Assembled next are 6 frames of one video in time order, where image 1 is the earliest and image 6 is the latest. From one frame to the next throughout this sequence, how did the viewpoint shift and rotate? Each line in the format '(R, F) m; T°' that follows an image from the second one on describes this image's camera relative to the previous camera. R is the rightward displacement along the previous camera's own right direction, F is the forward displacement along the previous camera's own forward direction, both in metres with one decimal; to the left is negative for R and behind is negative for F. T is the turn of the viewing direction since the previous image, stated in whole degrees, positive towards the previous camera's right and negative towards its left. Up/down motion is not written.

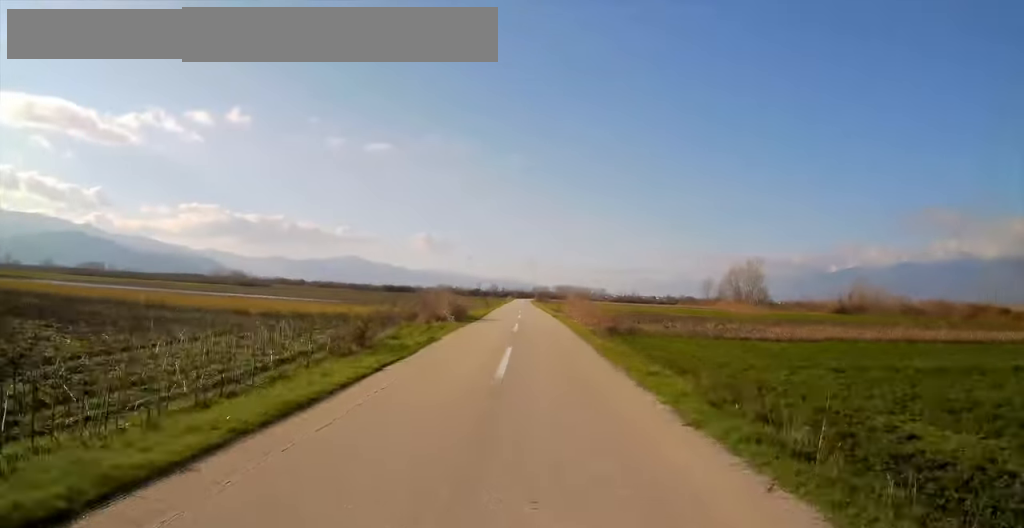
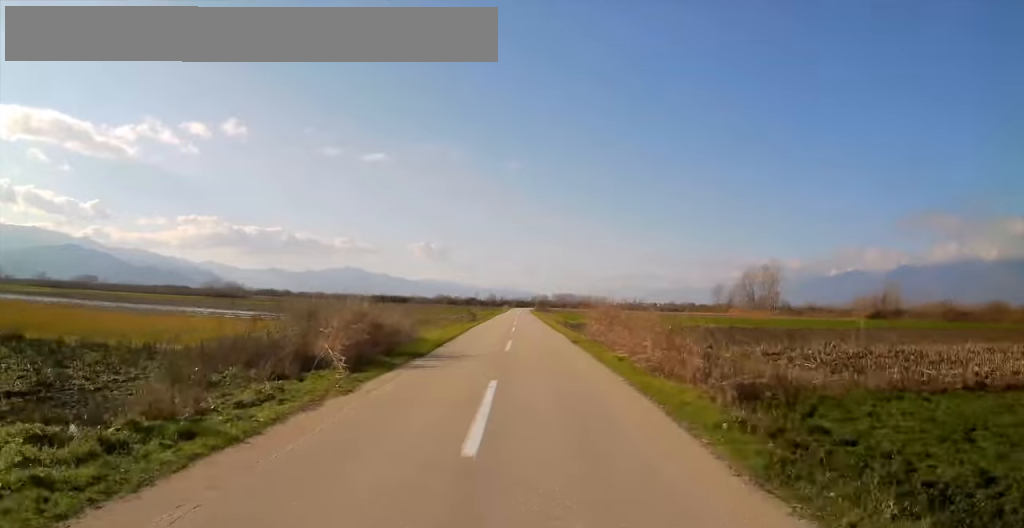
(-0.1, +20.7) m; +1°
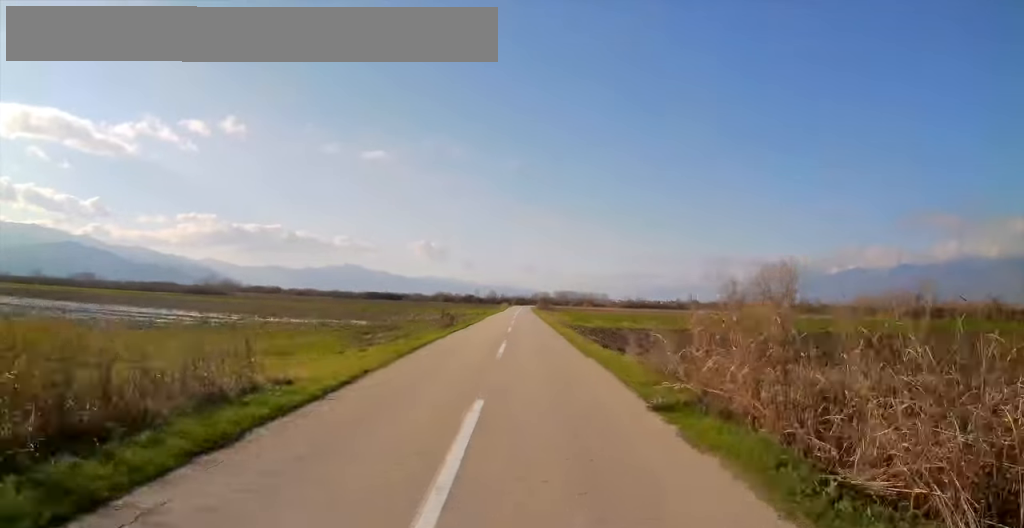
(+0.3, +17.3) m; +1°
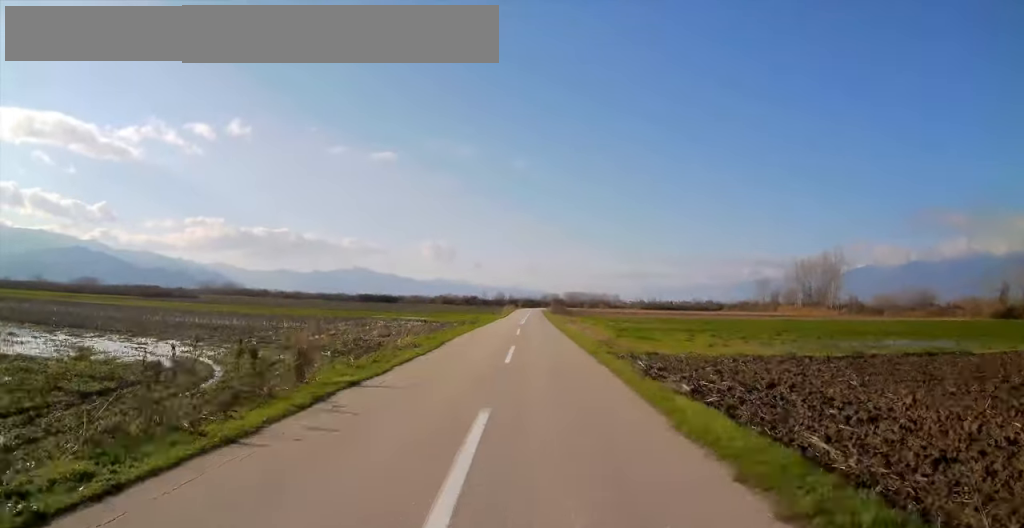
(-0.4, +30.1) m; -2°
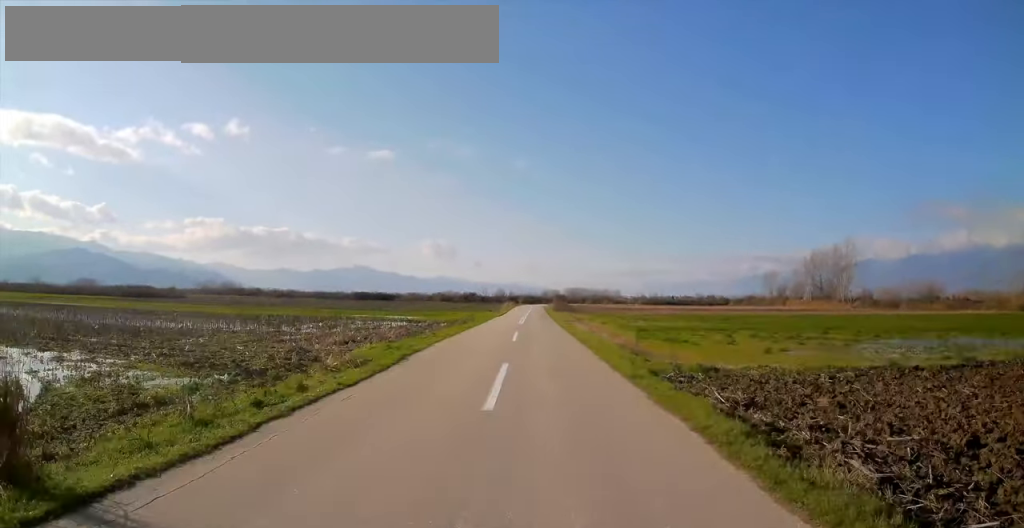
(-0.1, +8.2) m; -1°
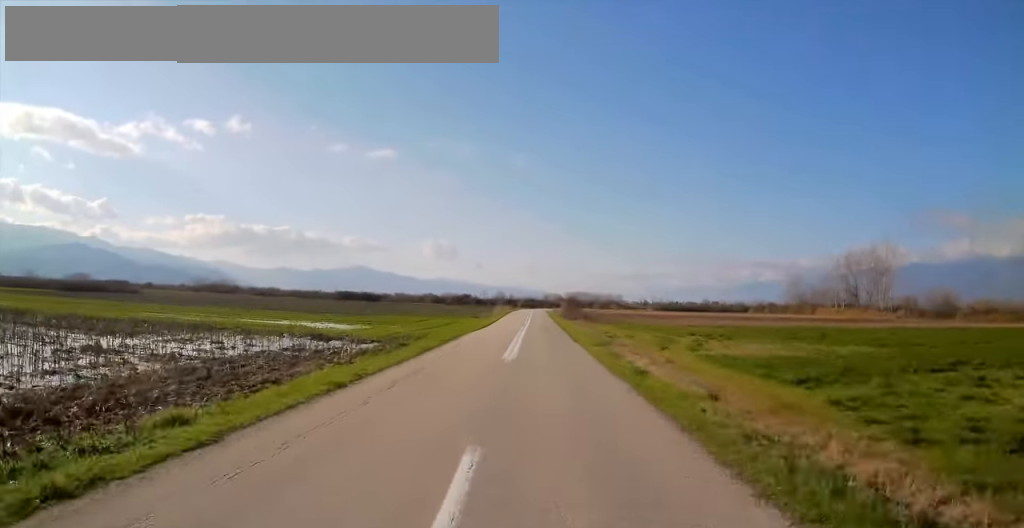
(+0.3, +24.6) m; +1°
